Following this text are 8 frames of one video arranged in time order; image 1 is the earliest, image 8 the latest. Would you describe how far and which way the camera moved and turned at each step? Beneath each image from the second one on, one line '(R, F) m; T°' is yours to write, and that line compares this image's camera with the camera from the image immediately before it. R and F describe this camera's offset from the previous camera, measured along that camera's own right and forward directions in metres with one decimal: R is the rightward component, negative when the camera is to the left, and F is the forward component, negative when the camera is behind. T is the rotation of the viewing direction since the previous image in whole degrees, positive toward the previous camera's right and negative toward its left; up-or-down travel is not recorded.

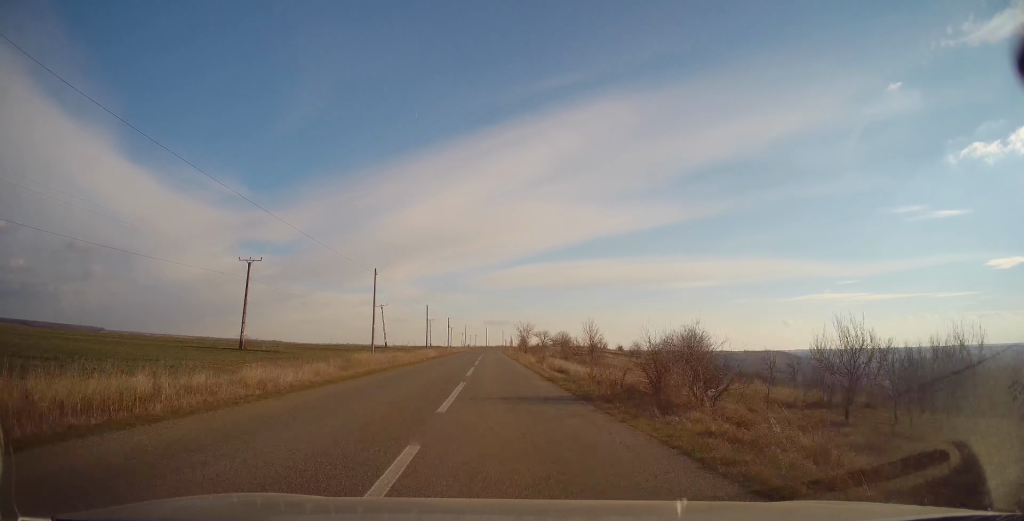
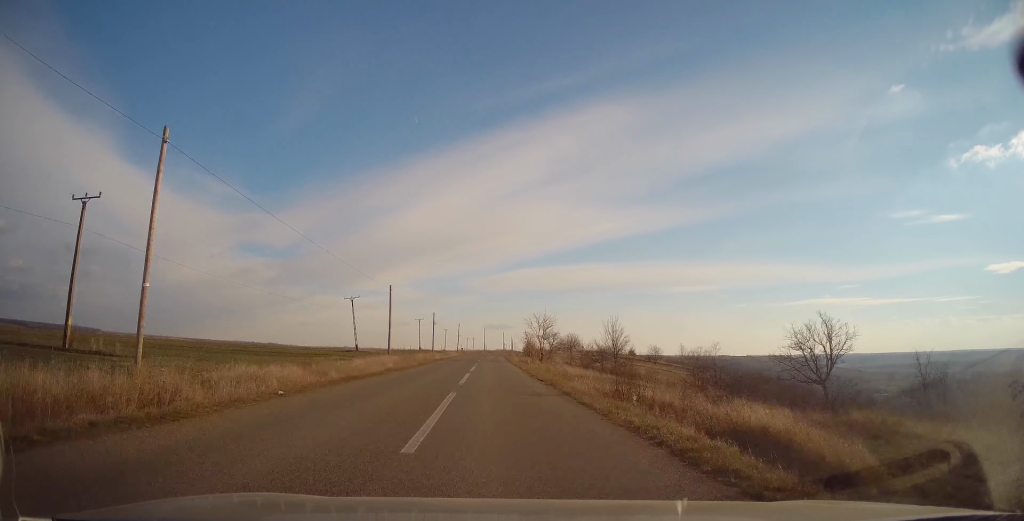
(-0.2, +26.9) m; 0°
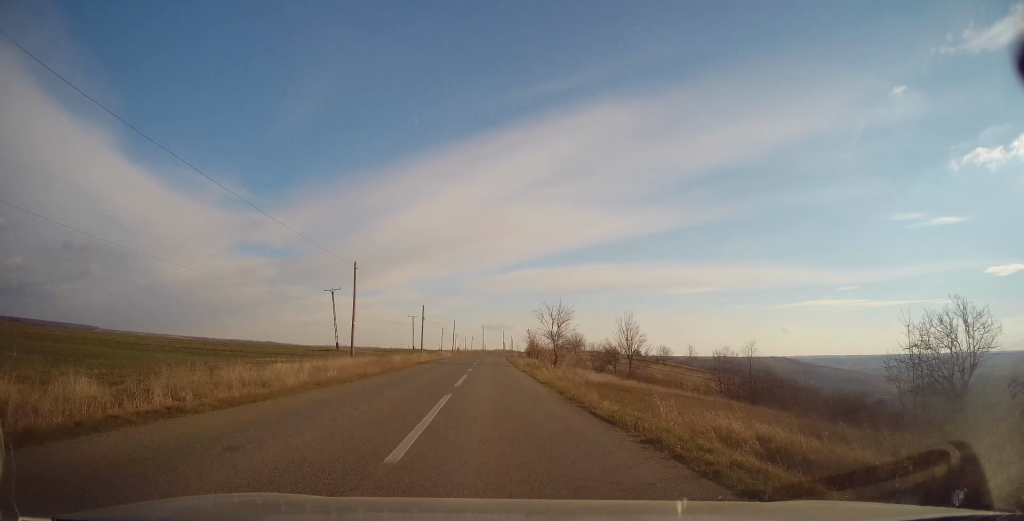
(+0.1, +12.1) m; 0°
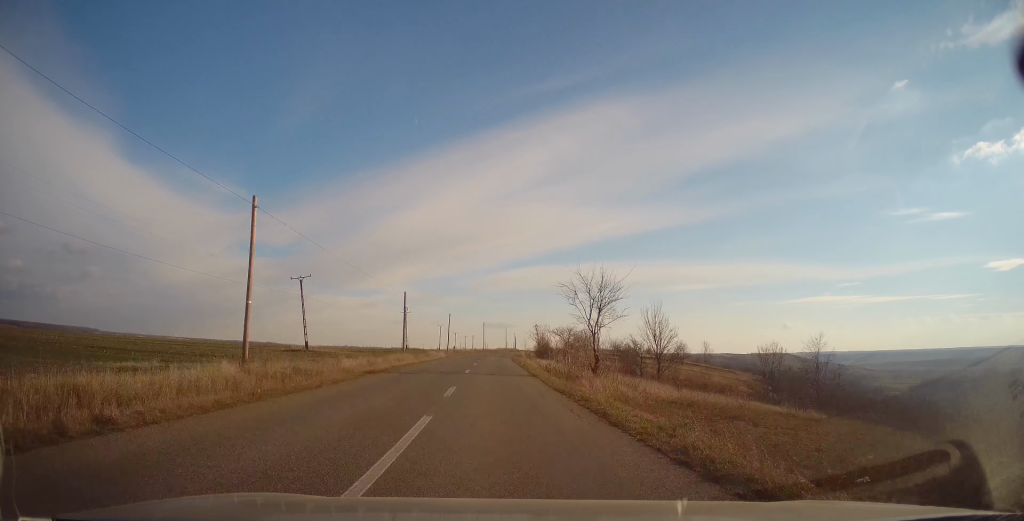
(0.0, +15.6) m; 0°
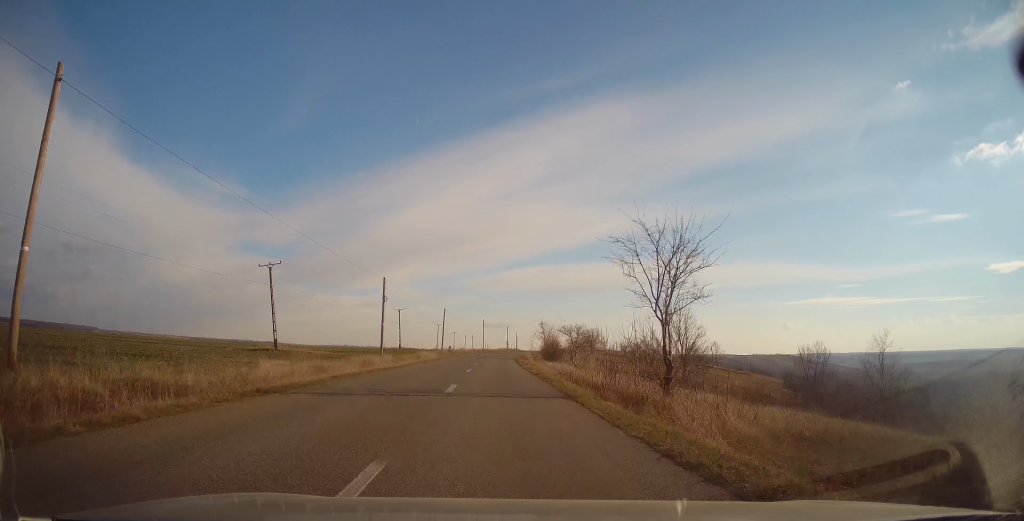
(-0.1, +11.1) m; 0°
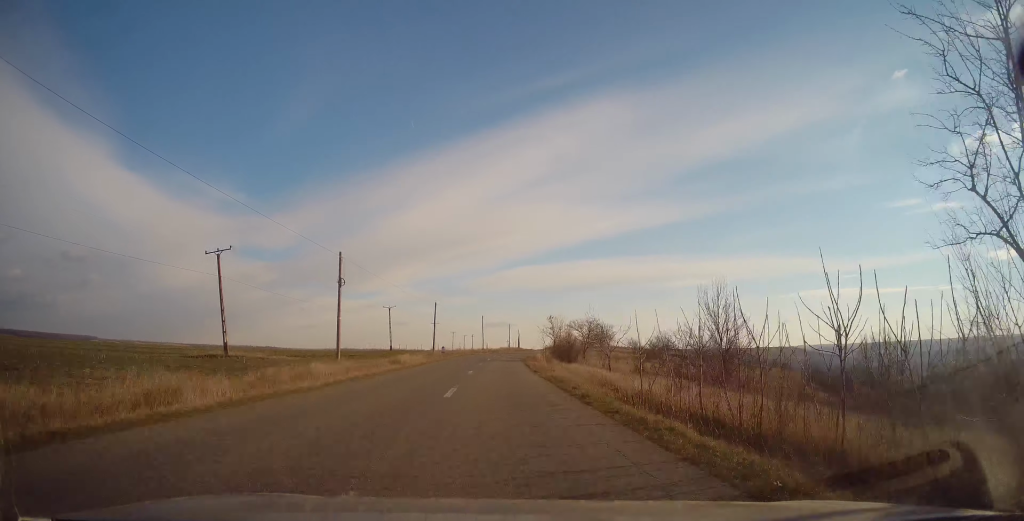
(0.0, +12.0) m; 0°
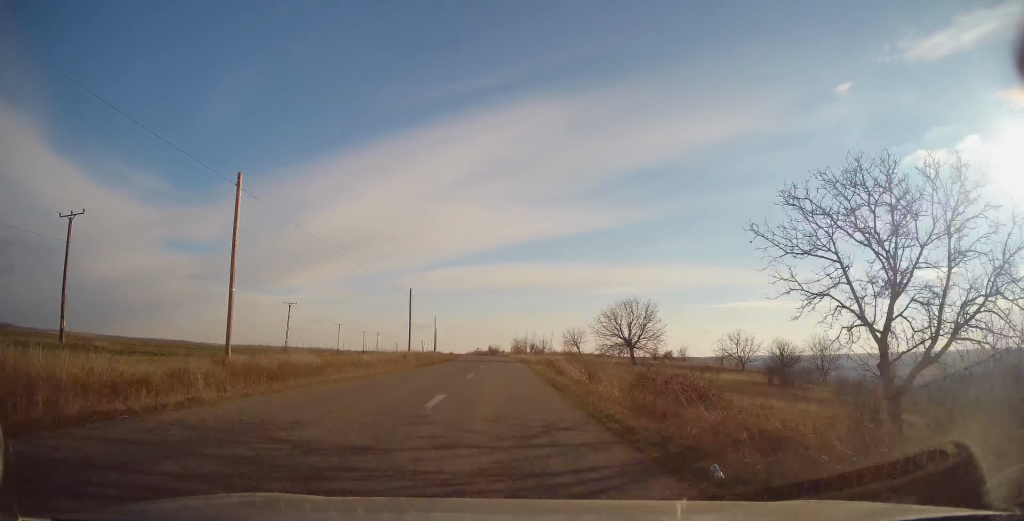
(+3.9, +83.2) m; +7°
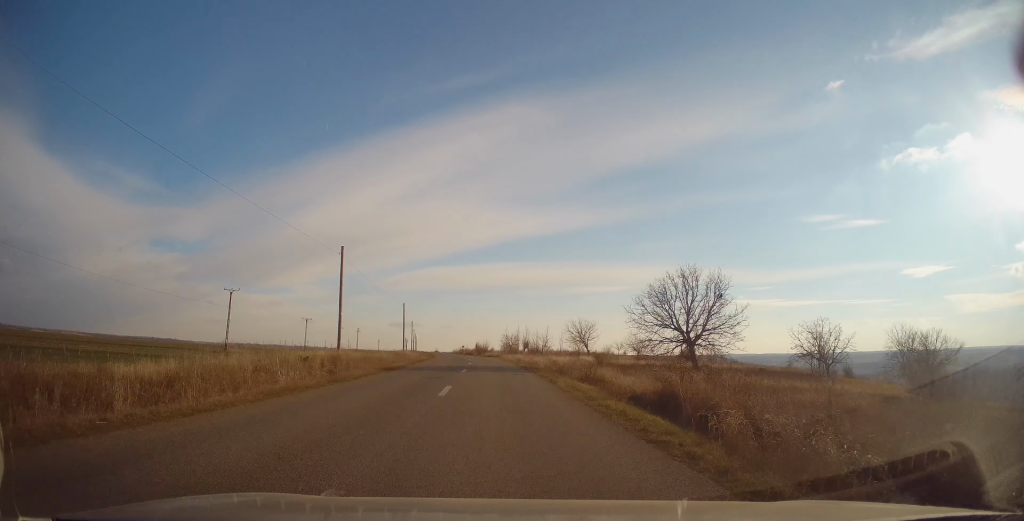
(+0.3, +20.7) m; +1°
